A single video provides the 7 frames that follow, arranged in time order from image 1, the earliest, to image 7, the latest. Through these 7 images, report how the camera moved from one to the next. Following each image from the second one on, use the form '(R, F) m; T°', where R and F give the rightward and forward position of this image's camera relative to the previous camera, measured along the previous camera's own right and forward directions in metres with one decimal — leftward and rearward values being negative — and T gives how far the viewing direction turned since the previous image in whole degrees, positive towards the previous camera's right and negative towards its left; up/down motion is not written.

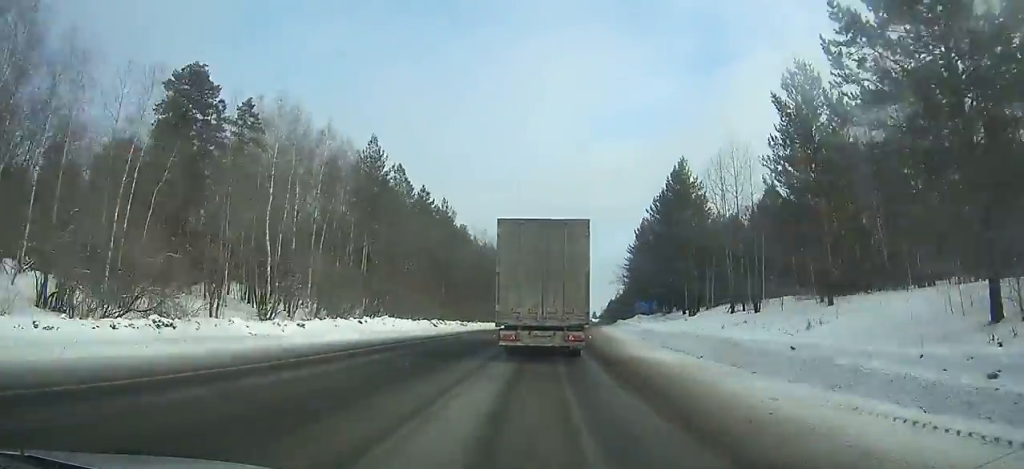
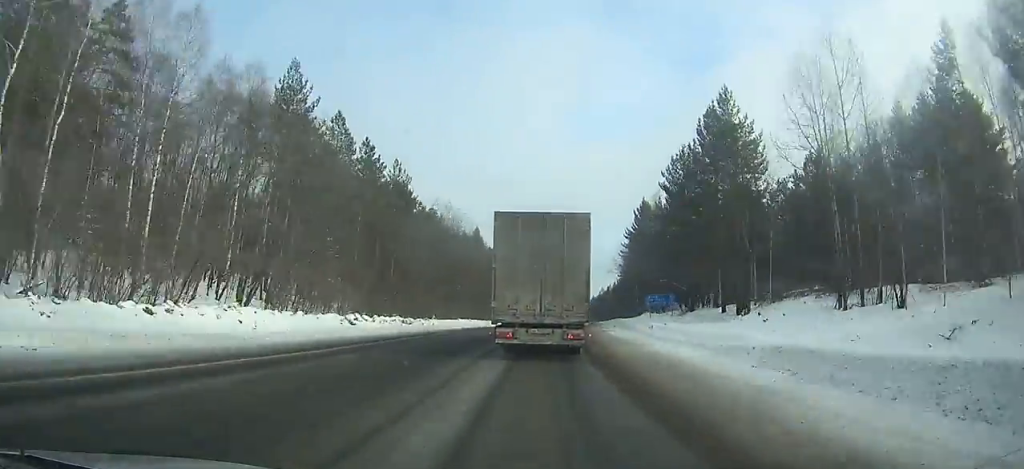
(+0.1, +21.0) m; +2°
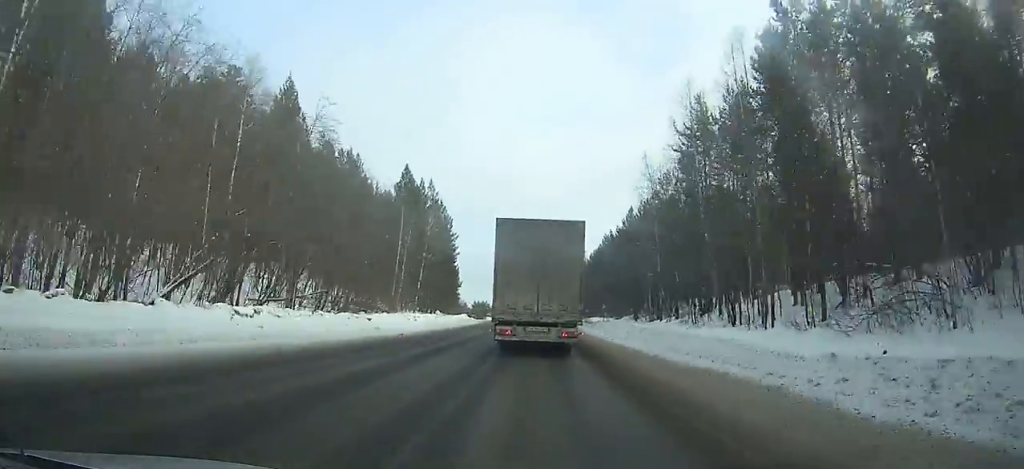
(+5.8, +93.2) m; +5°
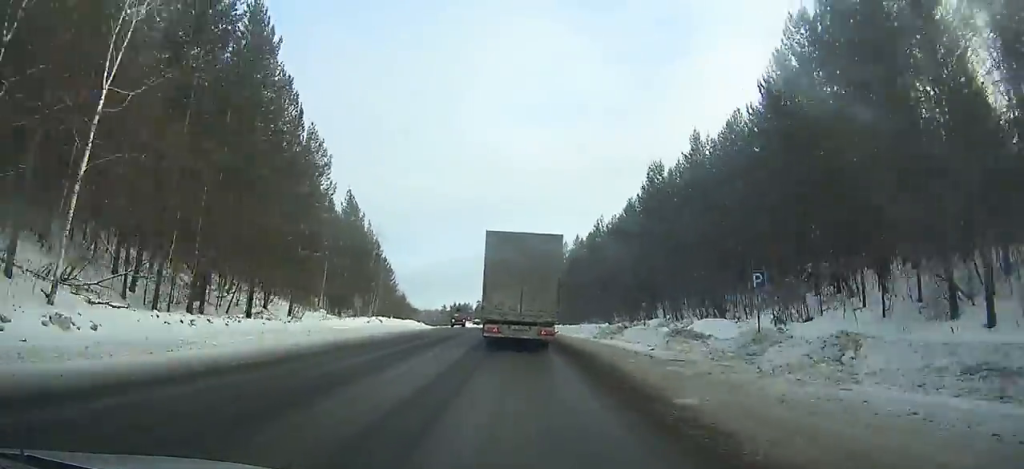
(+0.5, +57.8) m; 0°
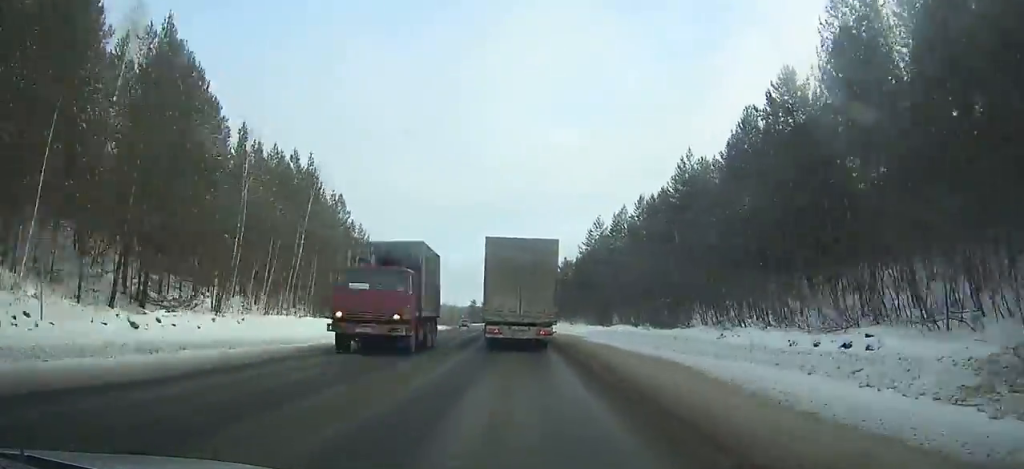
(-0.5, +37.5) m; -2°
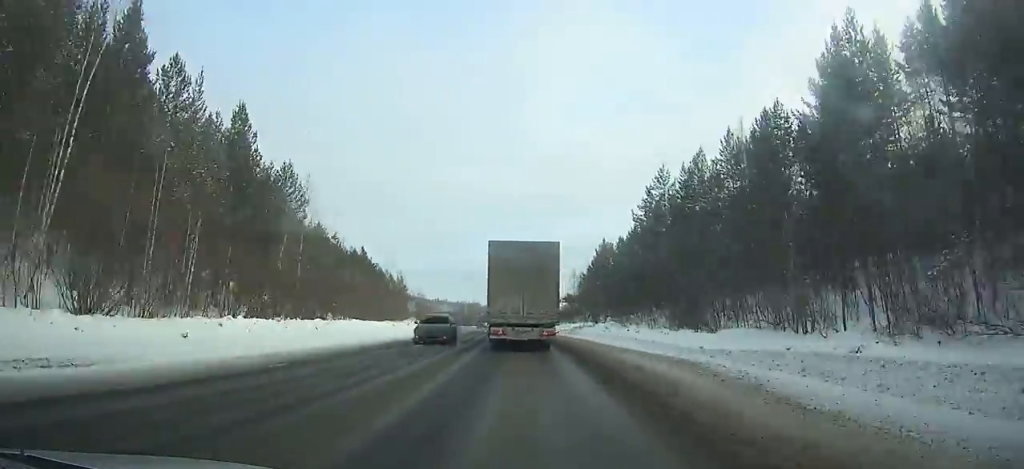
(-0.4, +29.6) m; -2°
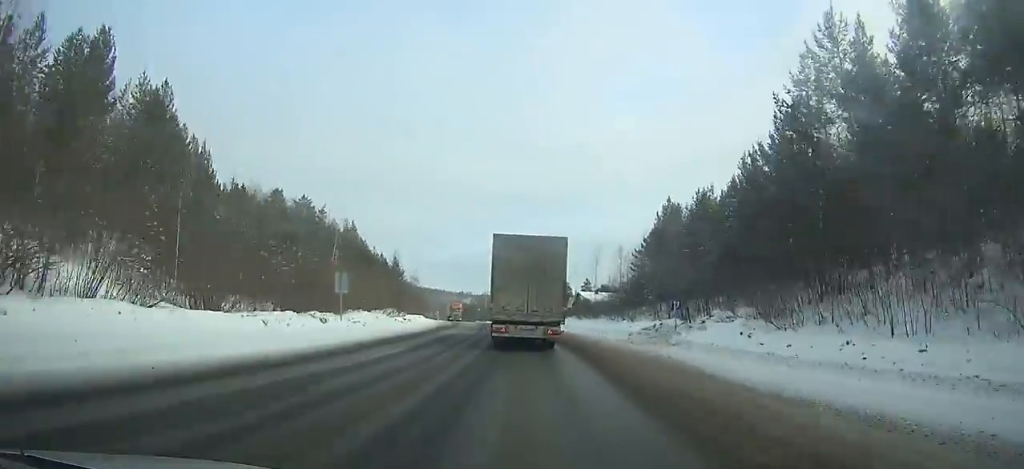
(-0.4, +33.2) m; -2°
